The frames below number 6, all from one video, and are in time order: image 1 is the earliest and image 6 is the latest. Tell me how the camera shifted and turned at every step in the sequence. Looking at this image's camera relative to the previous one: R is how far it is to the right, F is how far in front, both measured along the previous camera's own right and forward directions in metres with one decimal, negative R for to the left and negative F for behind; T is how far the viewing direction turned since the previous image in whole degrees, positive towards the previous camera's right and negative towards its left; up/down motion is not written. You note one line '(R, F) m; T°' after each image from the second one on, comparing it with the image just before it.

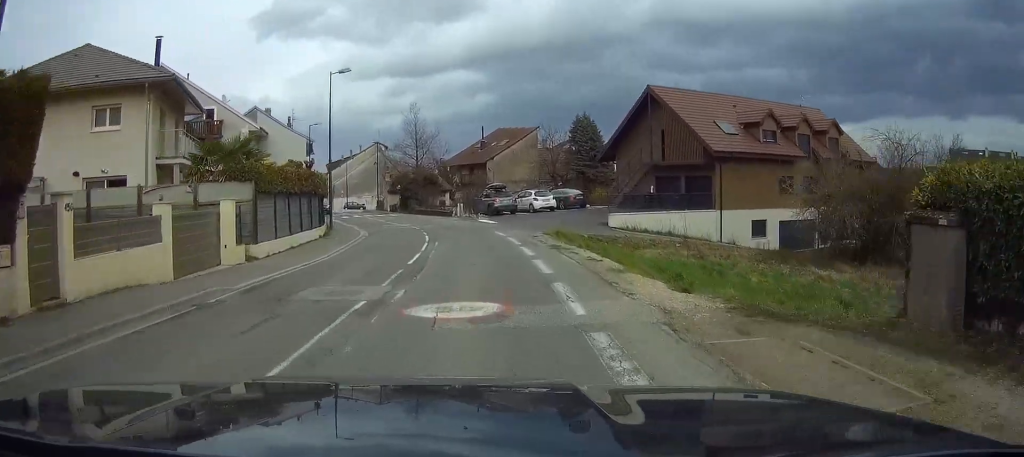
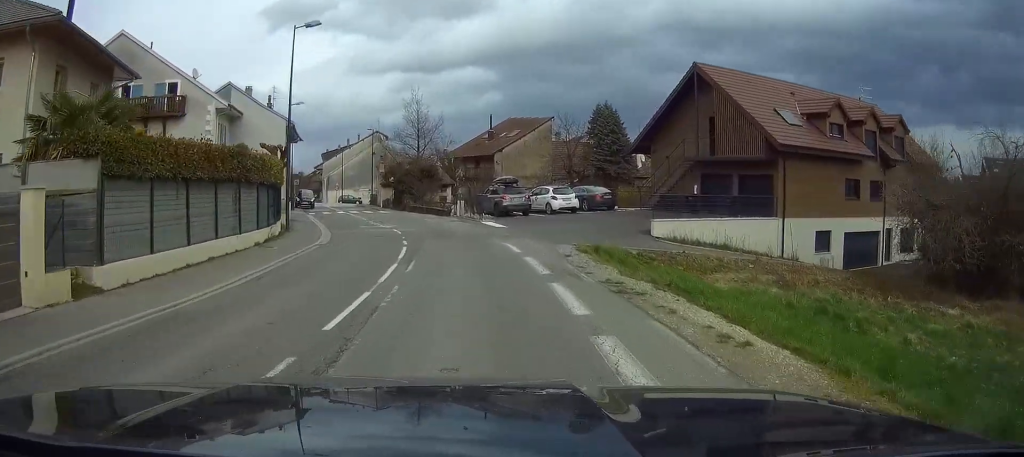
(+0.6, +8.6) m; +3°
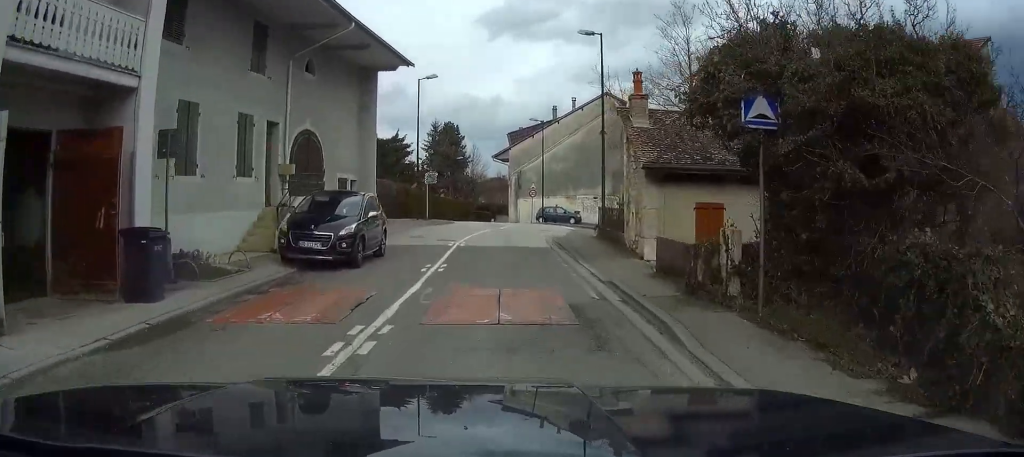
(-3.2, +43.5) m; -13°
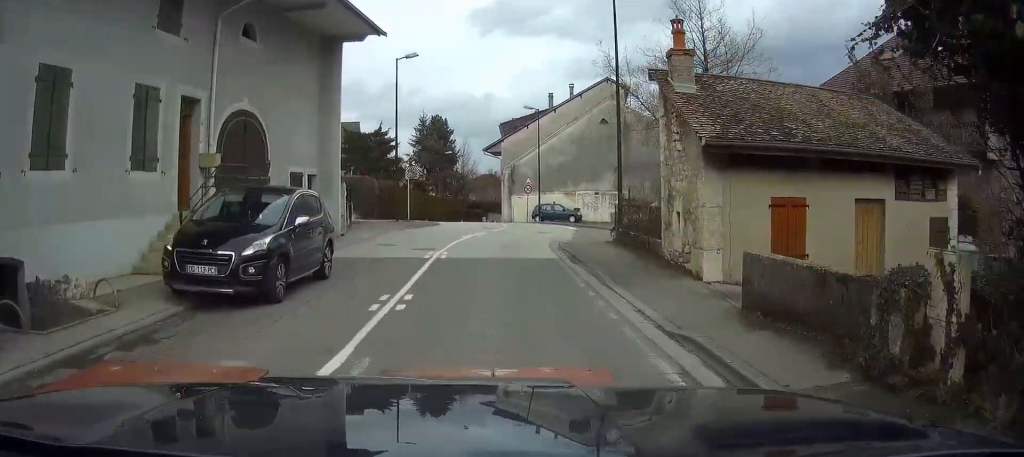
(-0.1, +5.4) m; -1°
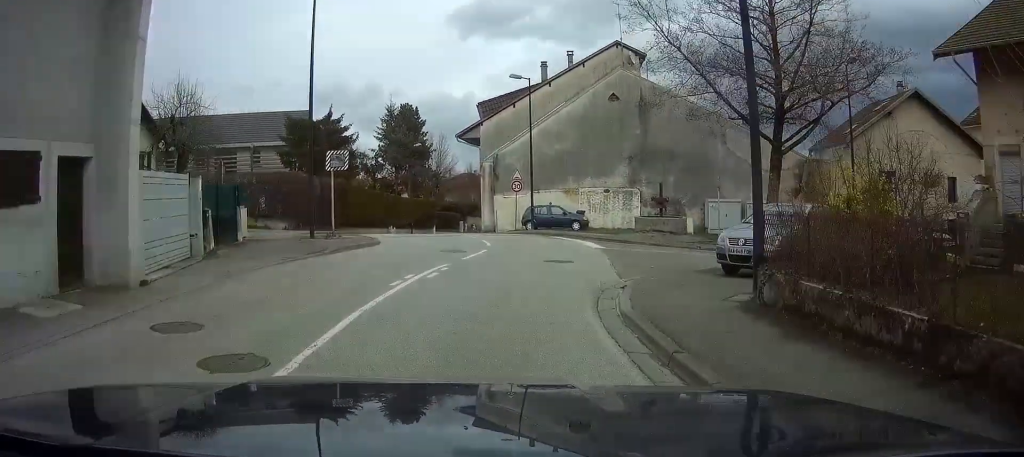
(-0.2, +14.3) m; -1°
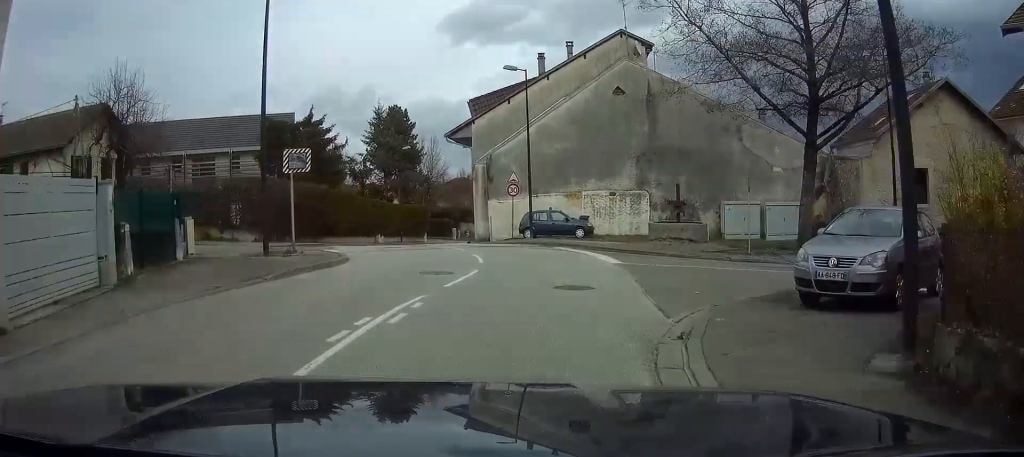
(0.0, +4.5) m; -1°
